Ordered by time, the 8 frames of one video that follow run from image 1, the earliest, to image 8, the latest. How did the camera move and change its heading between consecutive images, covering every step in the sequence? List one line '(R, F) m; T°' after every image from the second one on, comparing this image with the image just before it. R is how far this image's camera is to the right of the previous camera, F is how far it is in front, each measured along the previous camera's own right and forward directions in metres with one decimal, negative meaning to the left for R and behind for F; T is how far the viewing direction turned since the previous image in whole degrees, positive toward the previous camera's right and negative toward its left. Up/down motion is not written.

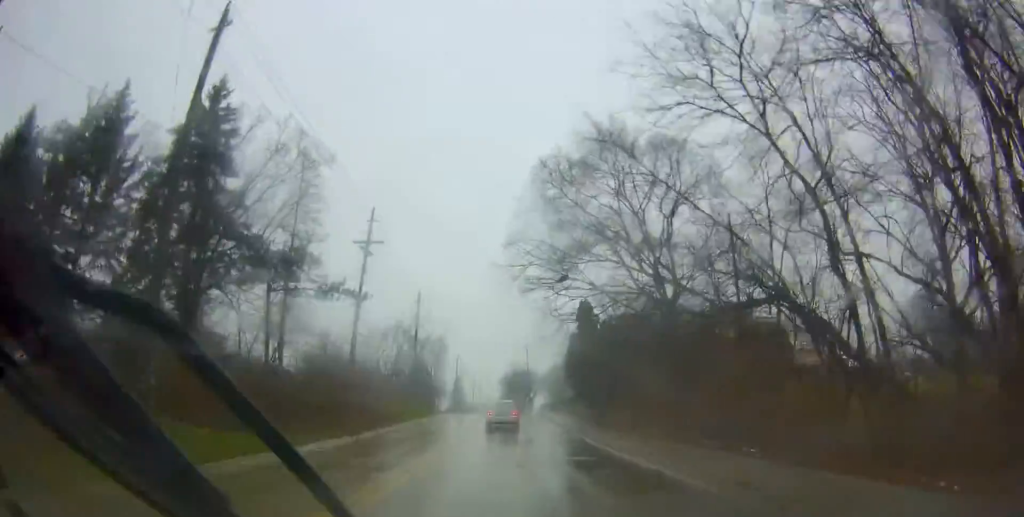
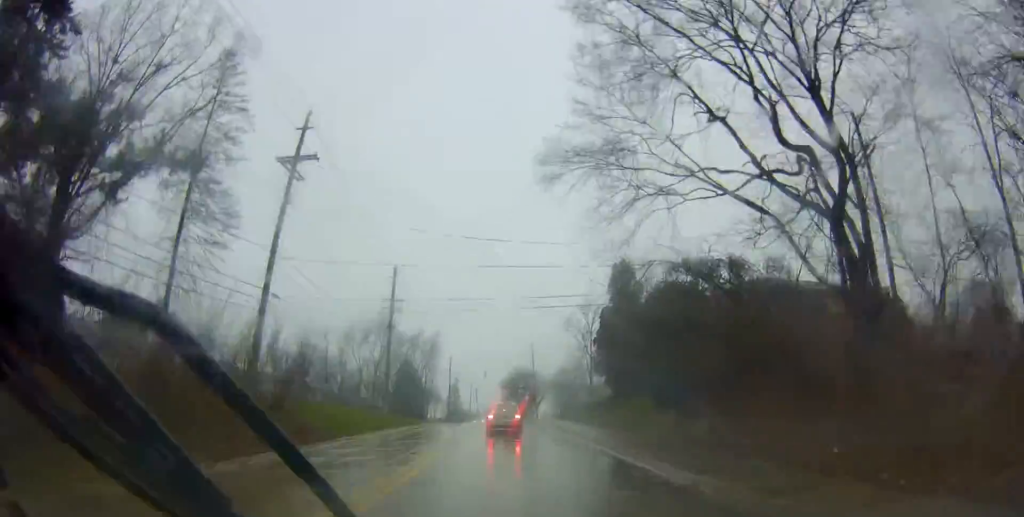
(+0.6, +18.0) m; +3°
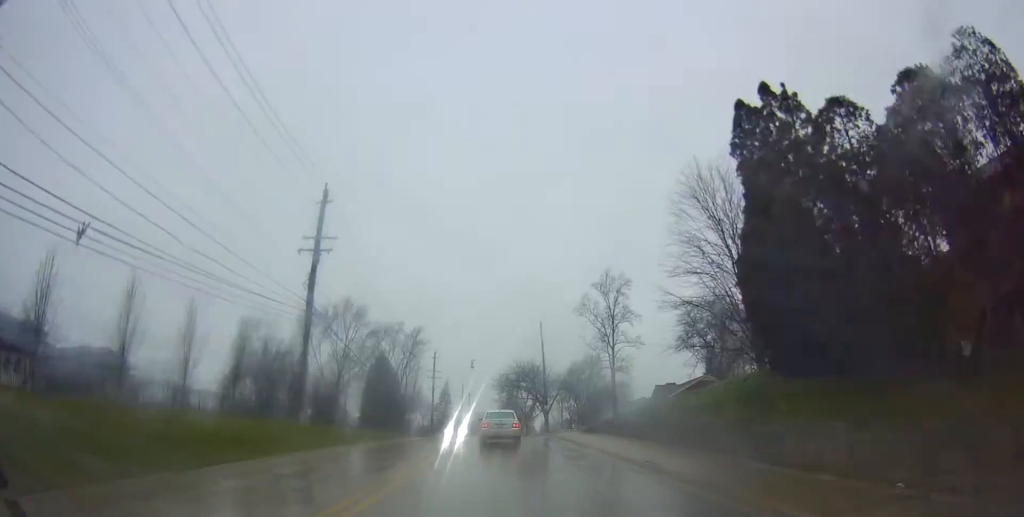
(-1.0, +23.8) m; -3°
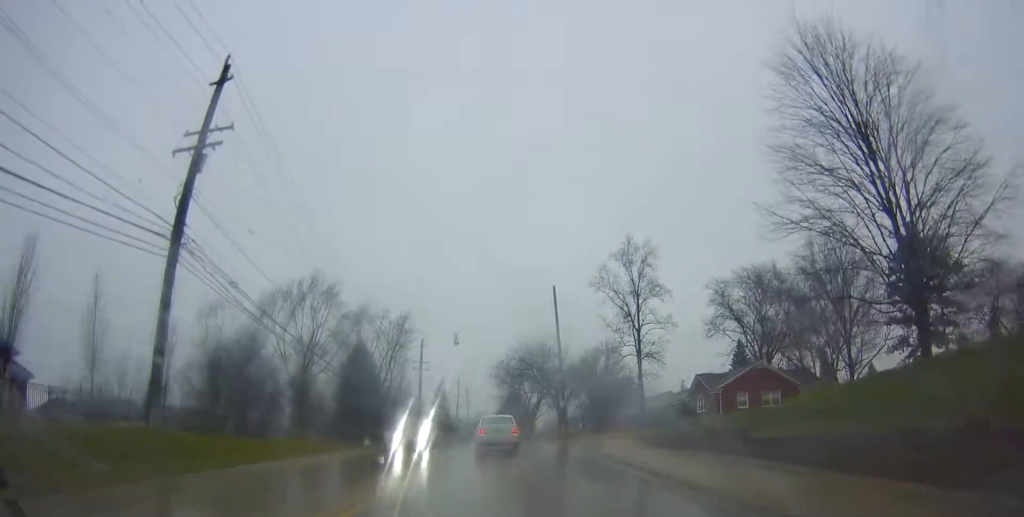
(+0.4, +15.9) m; +3°
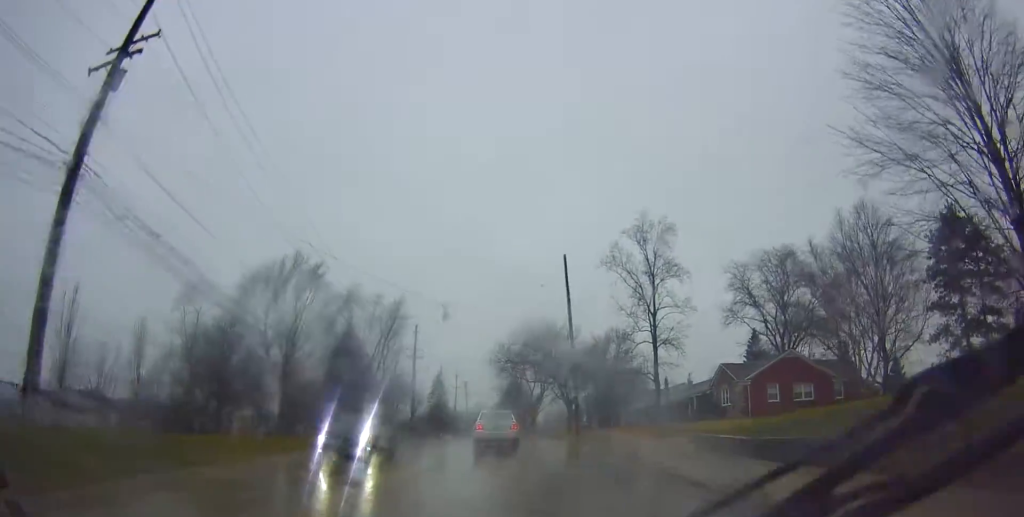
(0.0, +6.7) m; 0°
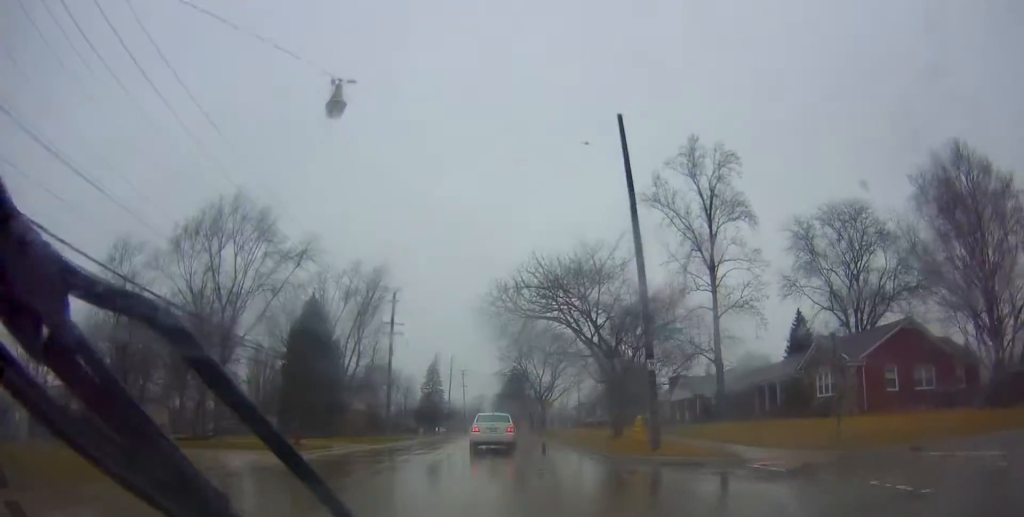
(-0.4, +17.3) m; -1°
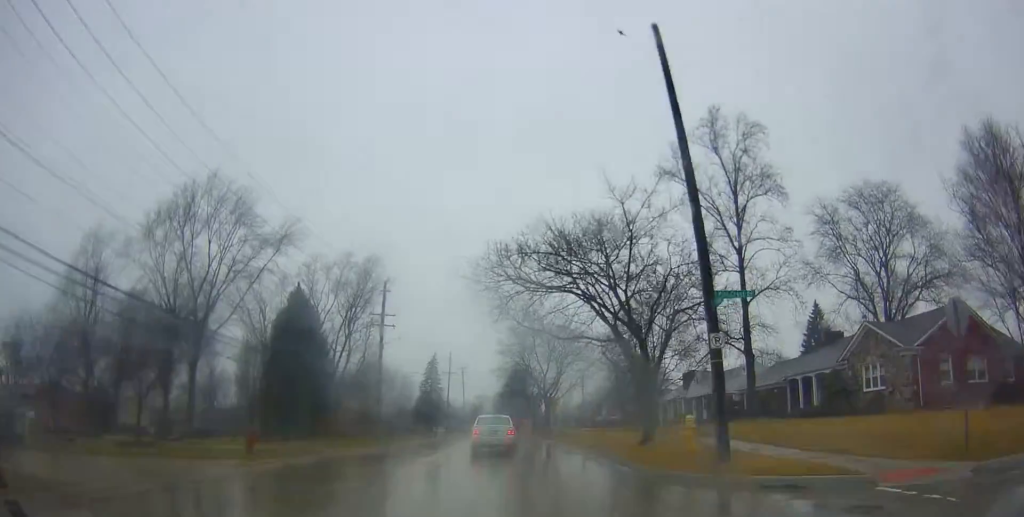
(+0.1, +5.4) m; +1°
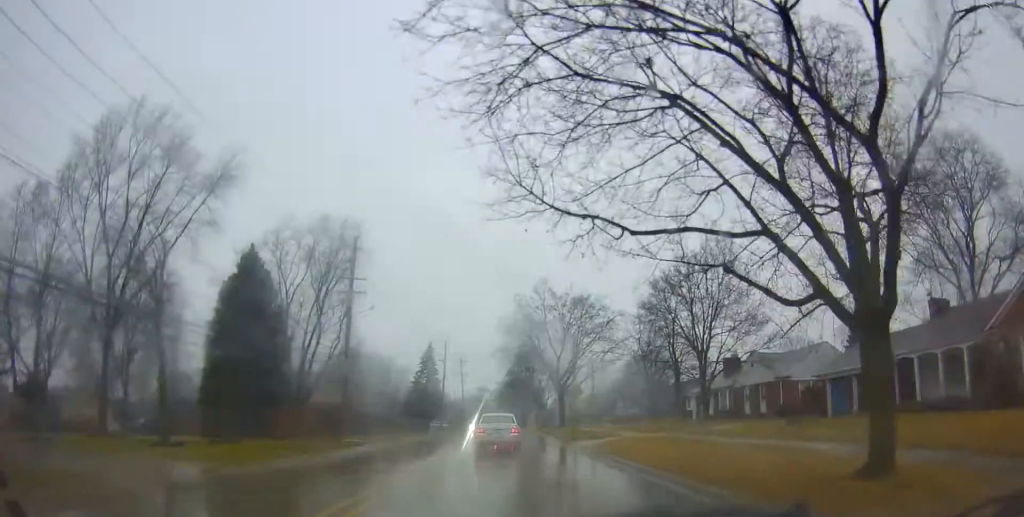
(+0.3, +13.1) m; +1°
